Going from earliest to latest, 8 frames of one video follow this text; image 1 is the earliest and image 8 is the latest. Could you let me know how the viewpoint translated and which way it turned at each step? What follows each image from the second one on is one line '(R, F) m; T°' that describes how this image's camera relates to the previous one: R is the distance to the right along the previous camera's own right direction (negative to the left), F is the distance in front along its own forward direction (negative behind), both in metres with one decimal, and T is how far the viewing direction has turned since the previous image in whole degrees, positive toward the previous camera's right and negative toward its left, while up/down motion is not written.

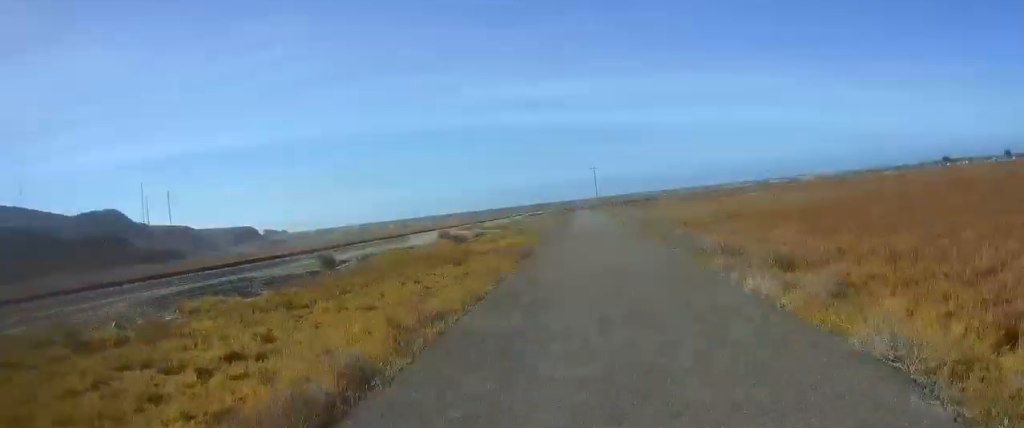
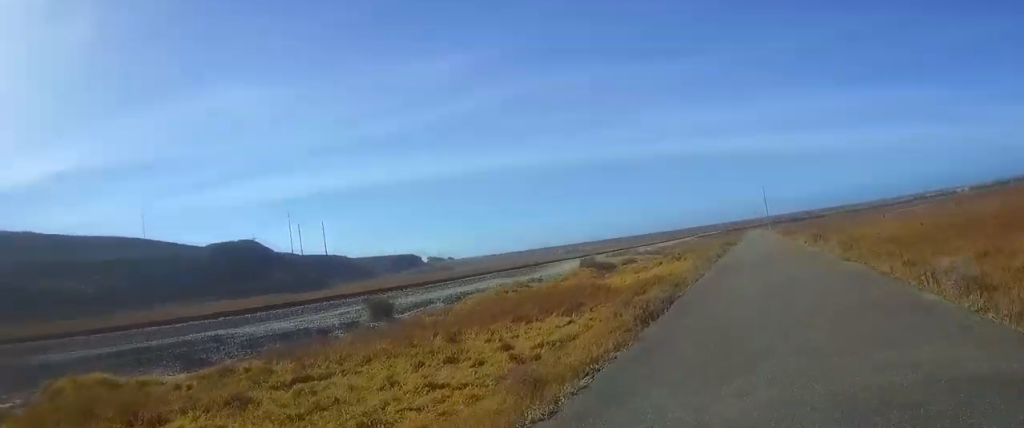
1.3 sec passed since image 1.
(-0.2, +15.7) m; 0°
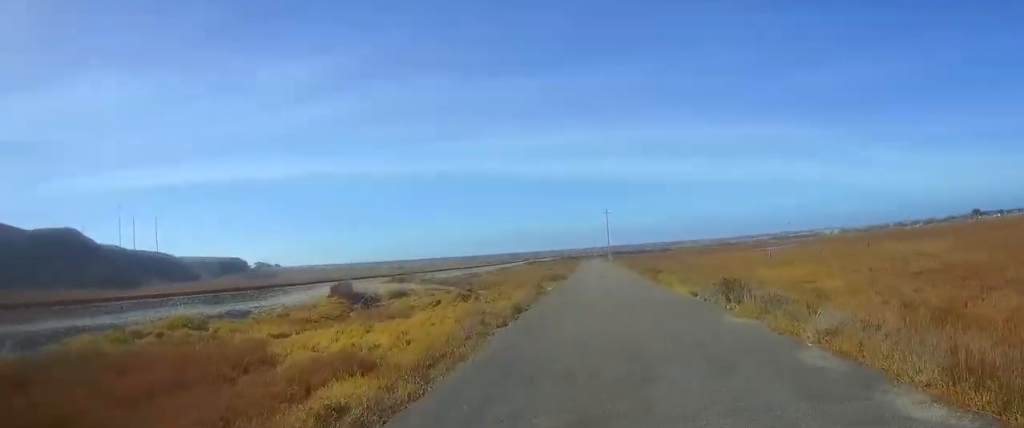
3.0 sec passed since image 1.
(+0.6, +21.0) m; +2°
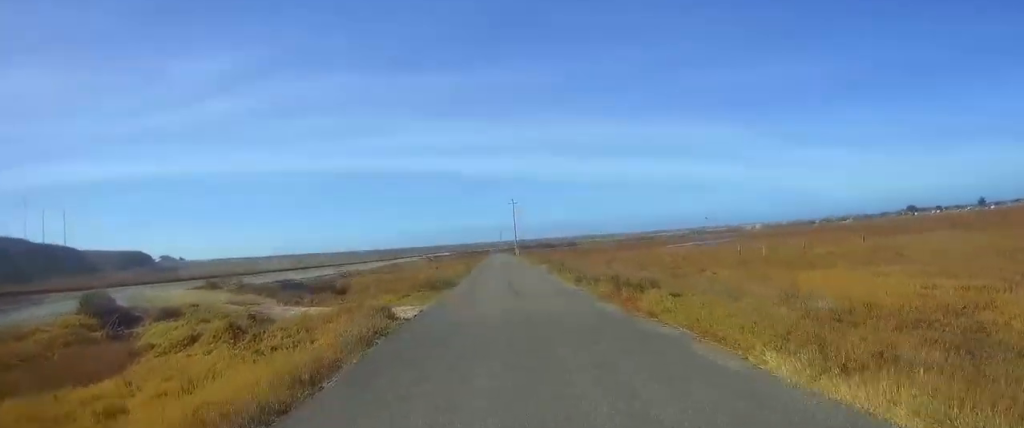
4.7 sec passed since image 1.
(0.0, +19.3) m; -1°
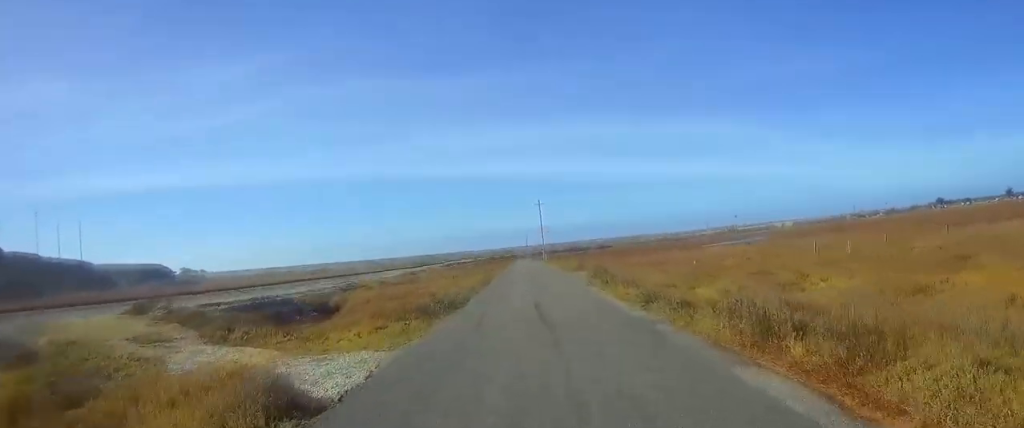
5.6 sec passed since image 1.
(-0.1, +10.4) m; -1°
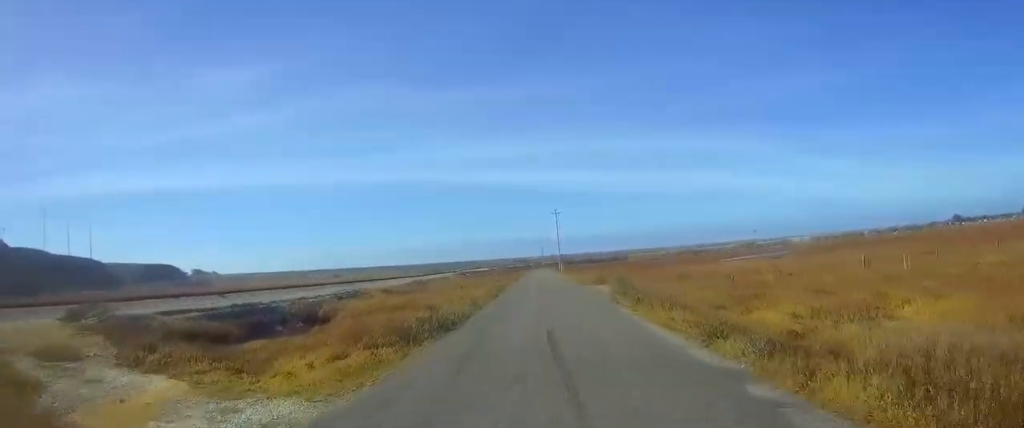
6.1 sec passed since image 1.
(0.0, +5.4) m; 0°
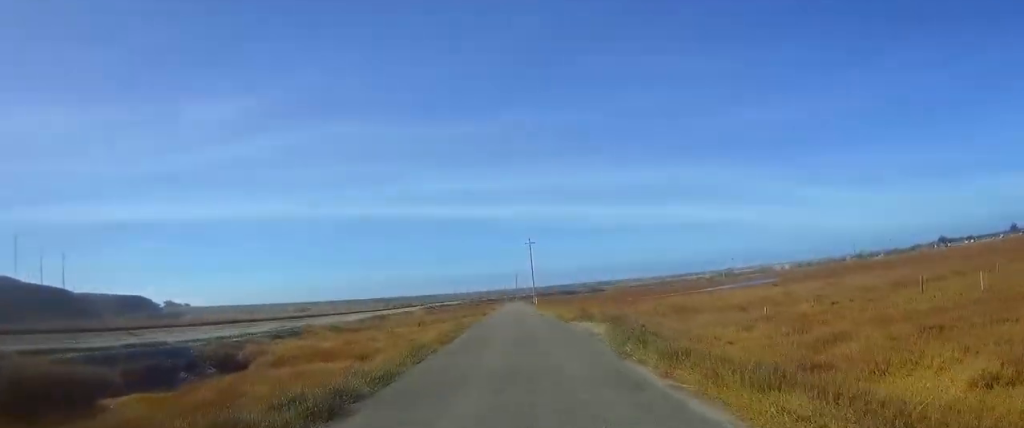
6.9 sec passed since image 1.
(0.0, +9.2) m; +1°
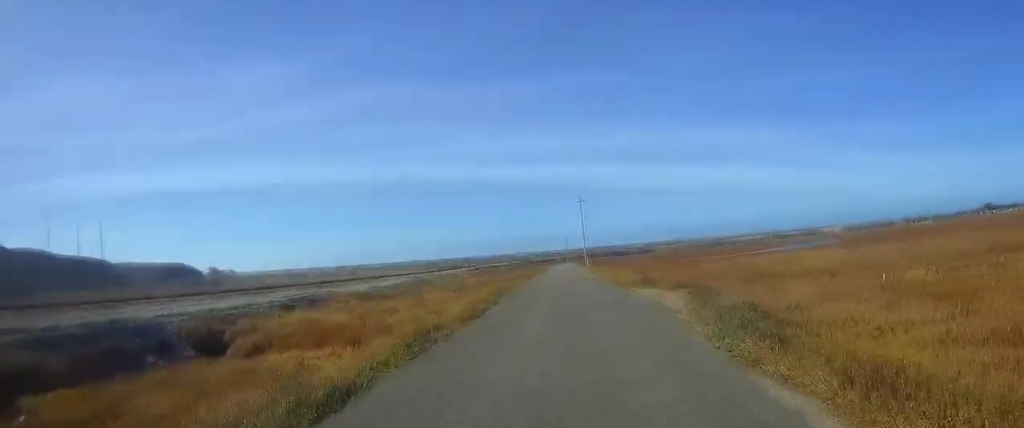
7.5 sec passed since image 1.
(+0.1, +6.9) m; +1°
